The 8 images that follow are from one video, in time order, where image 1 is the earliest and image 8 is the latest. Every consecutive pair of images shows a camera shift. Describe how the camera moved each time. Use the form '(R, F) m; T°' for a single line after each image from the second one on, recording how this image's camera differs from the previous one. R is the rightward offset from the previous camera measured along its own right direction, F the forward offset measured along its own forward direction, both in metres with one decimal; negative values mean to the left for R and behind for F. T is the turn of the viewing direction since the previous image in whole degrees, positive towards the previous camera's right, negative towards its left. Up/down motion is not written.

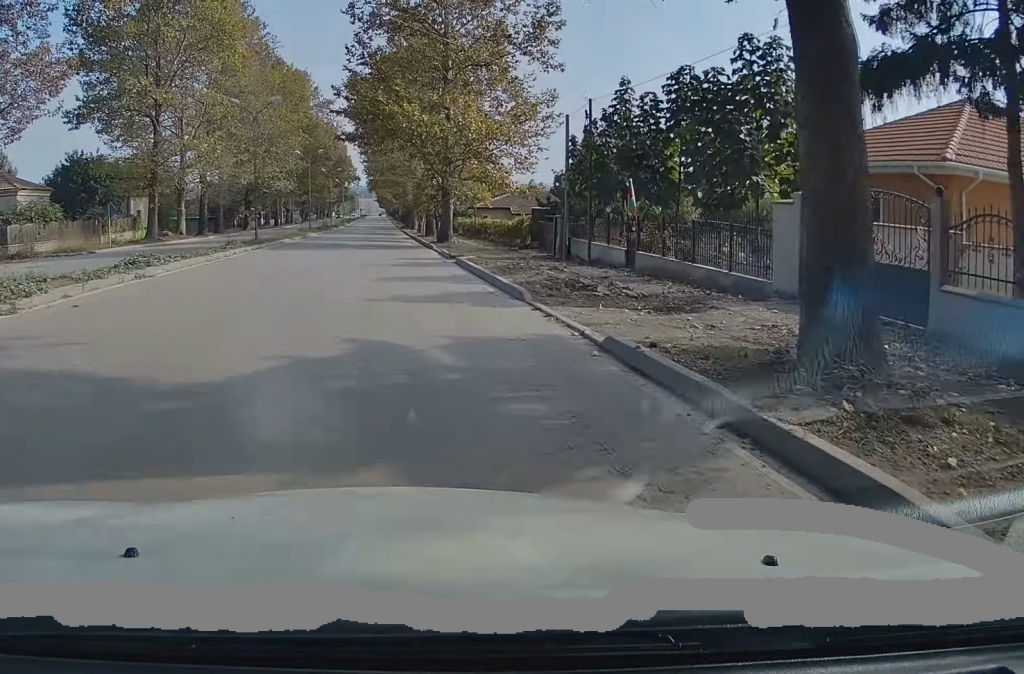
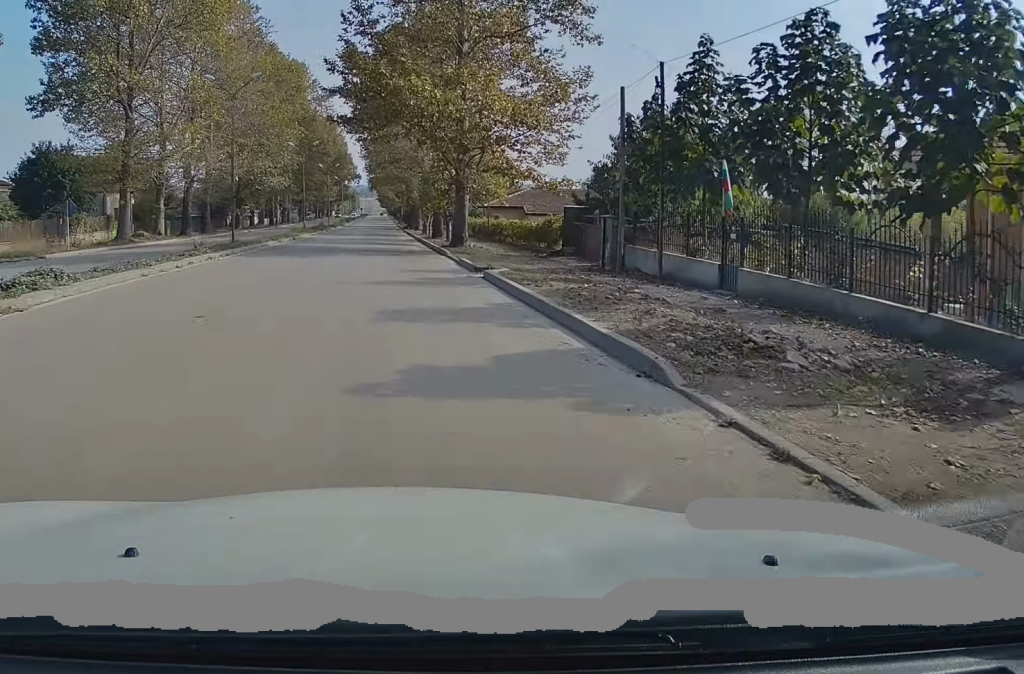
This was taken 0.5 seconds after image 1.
(+0.2, +6.8) m; 0°
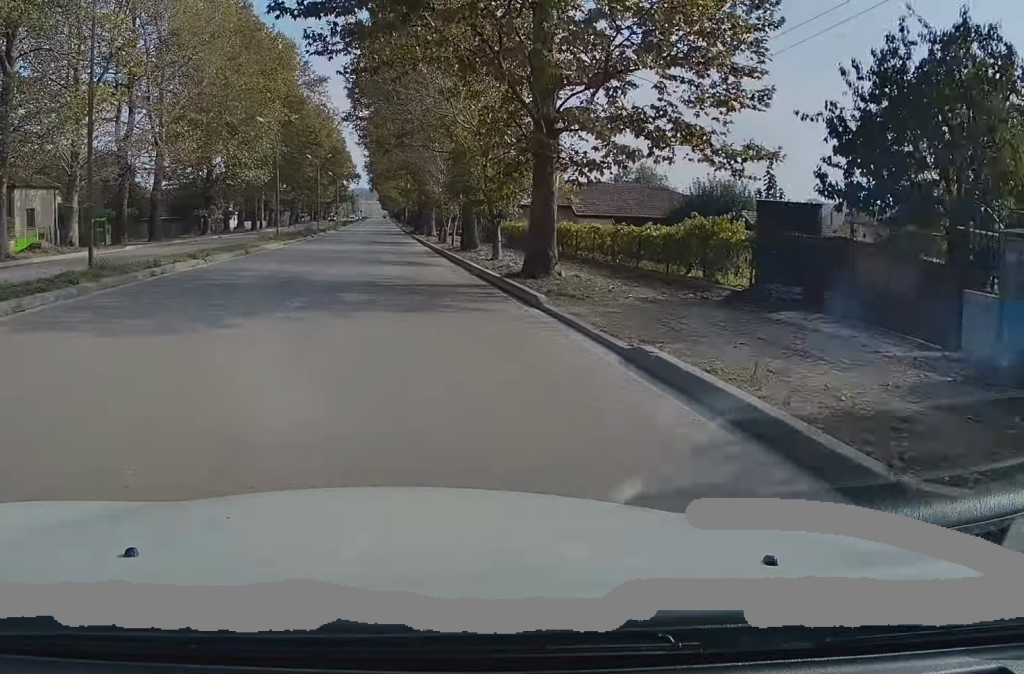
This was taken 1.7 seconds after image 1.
(-0.2, +17.5) m; 0°
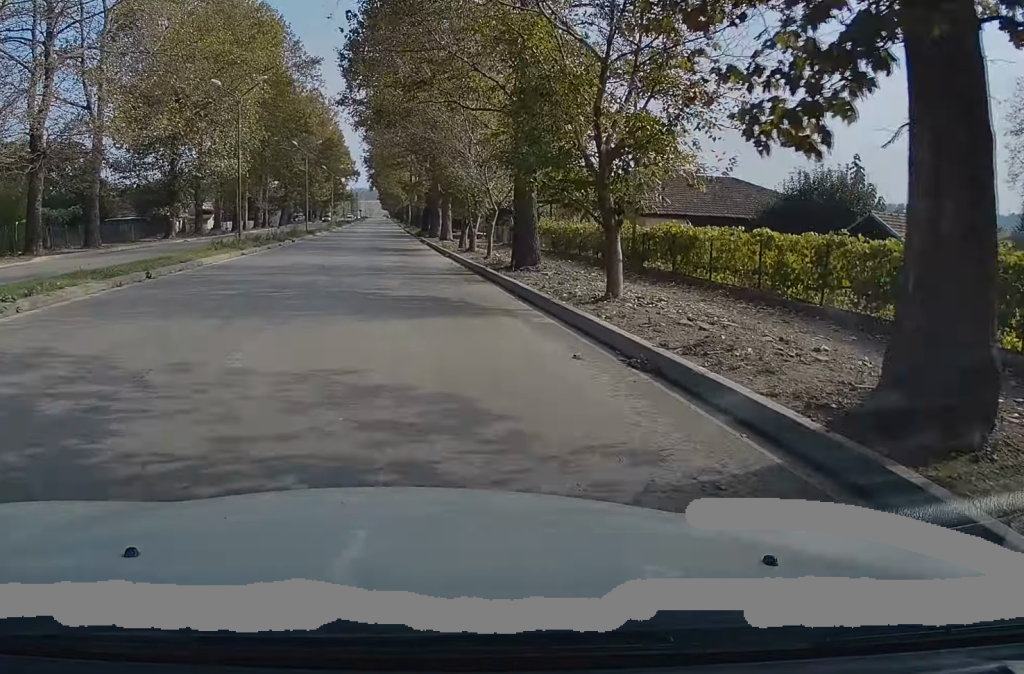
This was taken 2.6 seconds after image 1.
(+0.3, +13.2) m; +1°
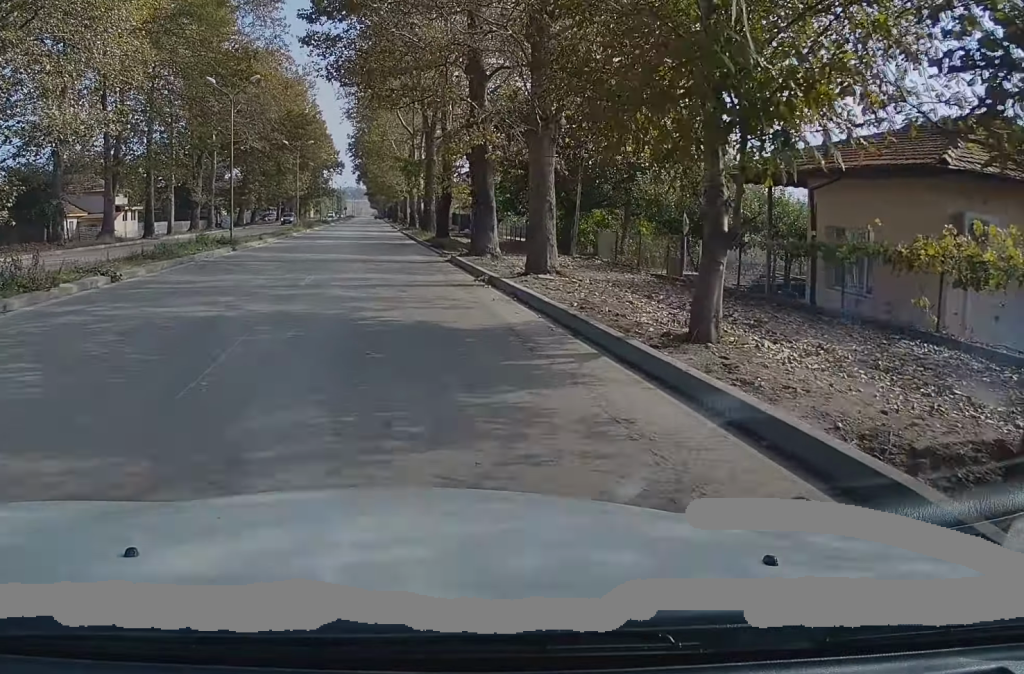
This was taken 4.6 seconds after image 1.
(-0.3, +28.8) m; -2°
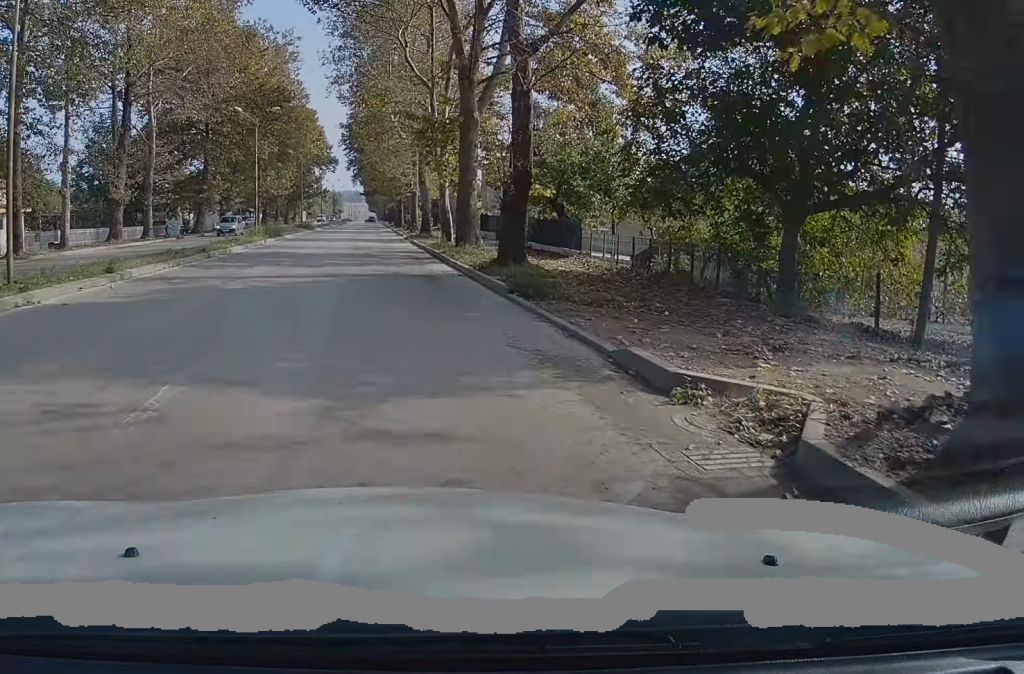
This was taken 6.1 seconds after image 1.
(0.0, +21.1) m; 0°
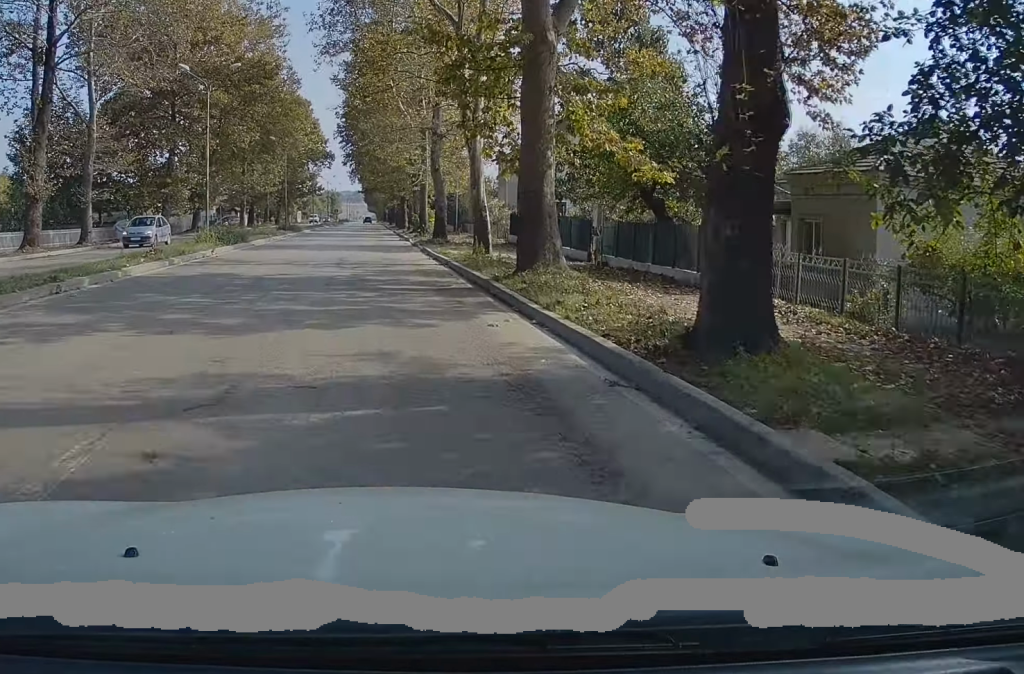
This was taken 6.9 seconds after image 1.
(0.0, +12.0) m; 0°
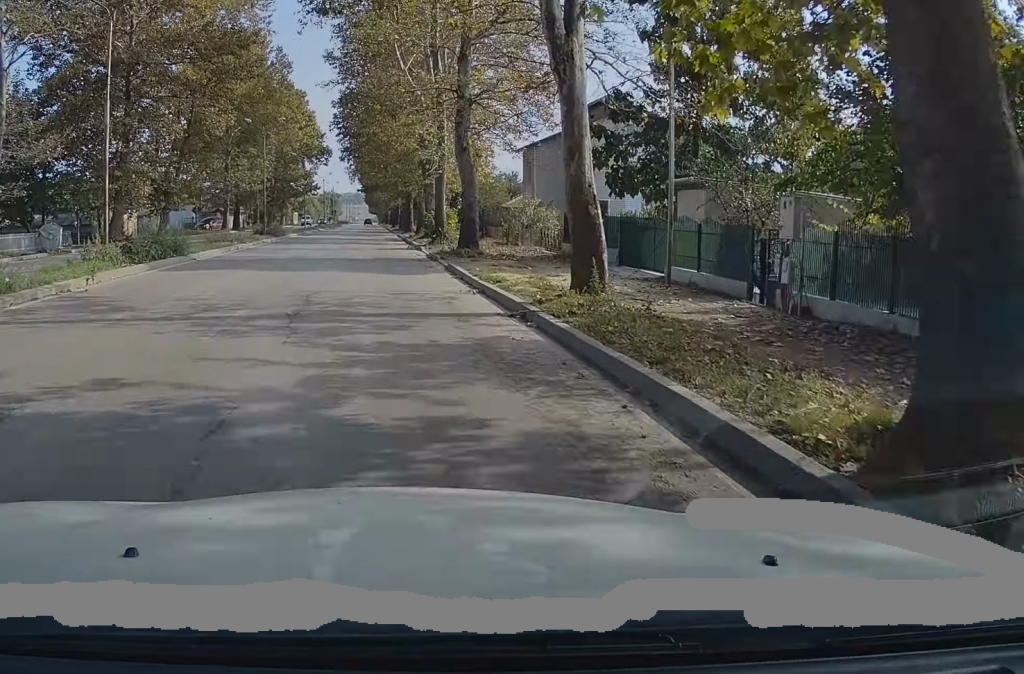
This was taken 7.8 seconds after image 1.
(0.0, +11.5) m; 0°
